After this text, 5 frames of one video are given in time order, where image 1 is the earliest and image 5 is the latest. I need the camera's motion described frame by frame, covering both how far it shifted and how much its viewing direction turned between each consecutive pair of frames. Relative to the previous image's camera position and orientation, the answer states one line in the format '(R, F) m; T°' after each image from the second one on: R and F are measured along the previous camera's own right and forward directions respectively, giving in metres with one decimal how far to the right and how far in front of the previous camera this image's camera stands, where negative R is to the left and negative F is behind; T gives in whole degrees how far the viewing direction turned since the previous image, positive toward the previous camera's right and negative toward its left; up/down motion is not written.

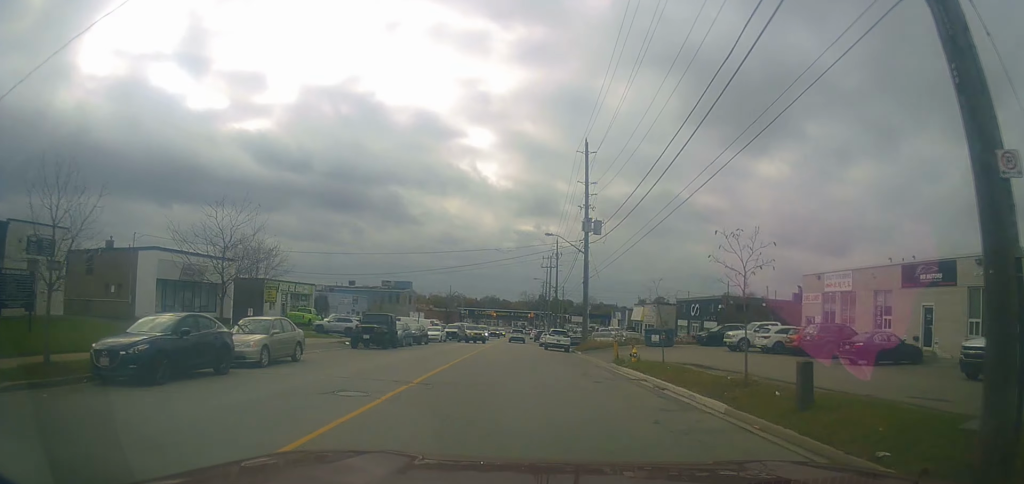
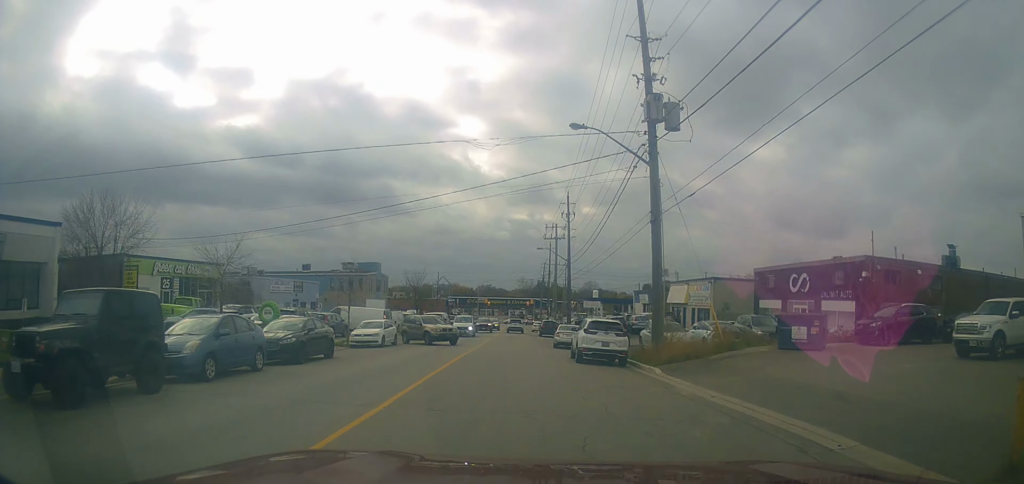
(+1.0, +22.5) m; 0°
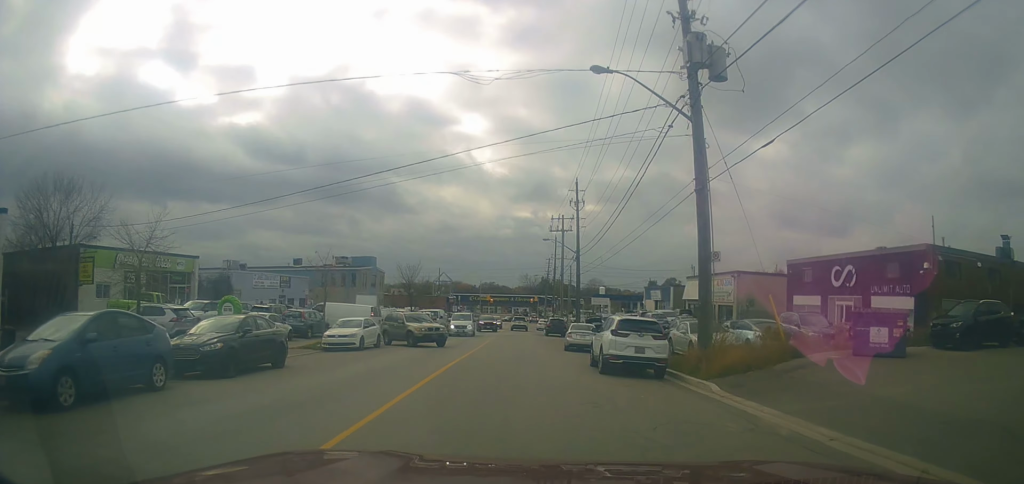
(-0.3, +5.0) m; 0°
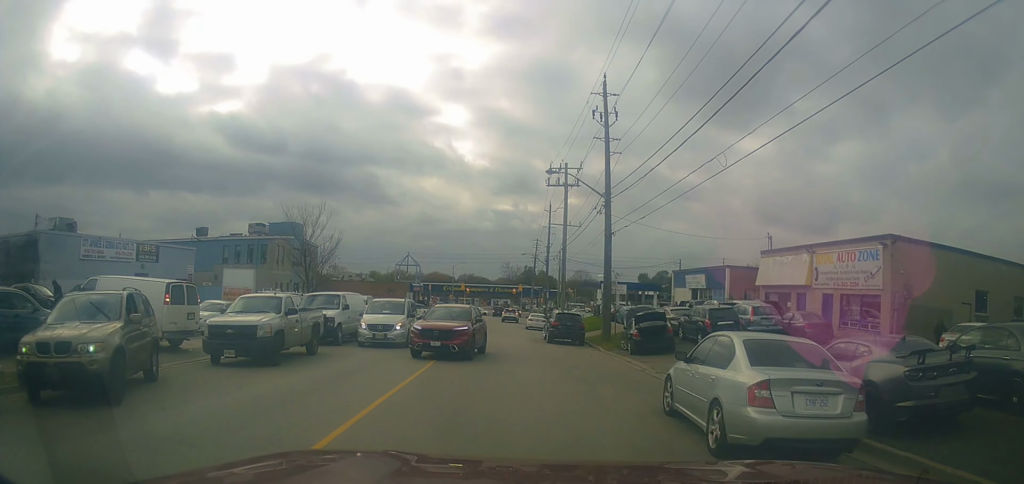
(0.0, +24.7) m; +3°
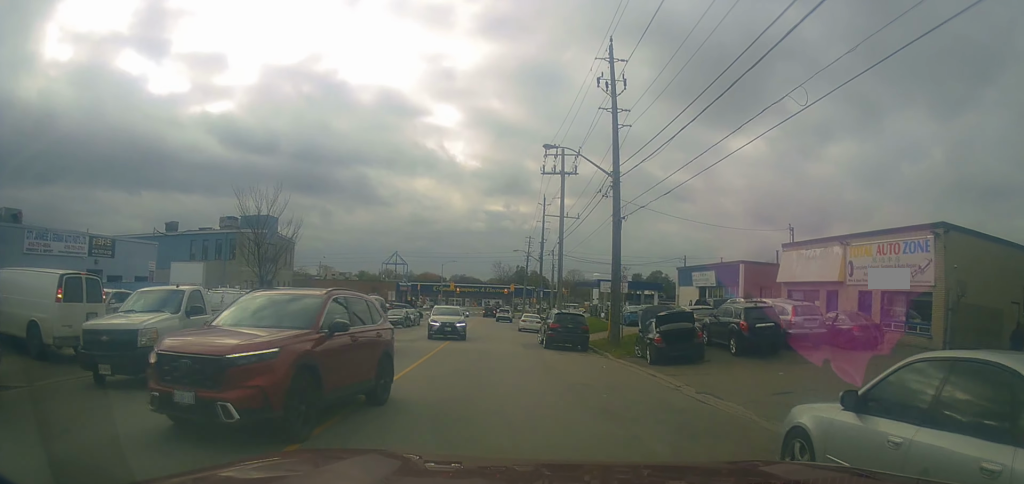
(+0.1, +5.0) m; +1°
